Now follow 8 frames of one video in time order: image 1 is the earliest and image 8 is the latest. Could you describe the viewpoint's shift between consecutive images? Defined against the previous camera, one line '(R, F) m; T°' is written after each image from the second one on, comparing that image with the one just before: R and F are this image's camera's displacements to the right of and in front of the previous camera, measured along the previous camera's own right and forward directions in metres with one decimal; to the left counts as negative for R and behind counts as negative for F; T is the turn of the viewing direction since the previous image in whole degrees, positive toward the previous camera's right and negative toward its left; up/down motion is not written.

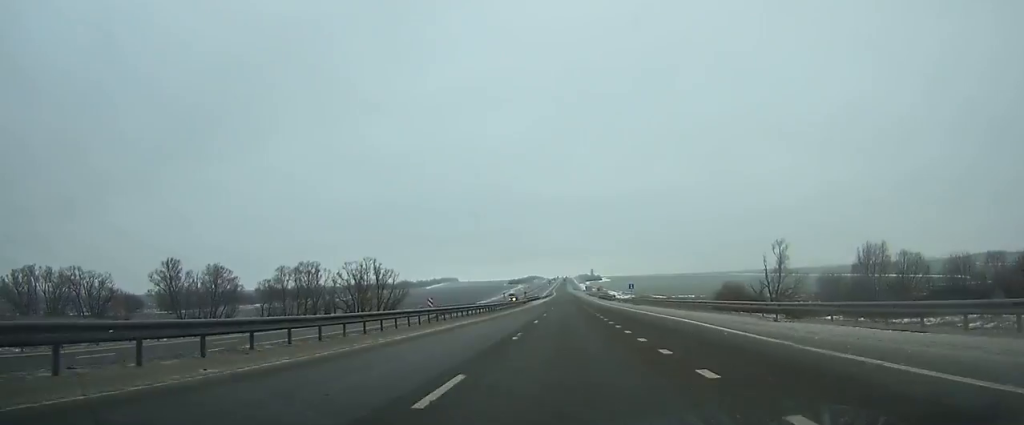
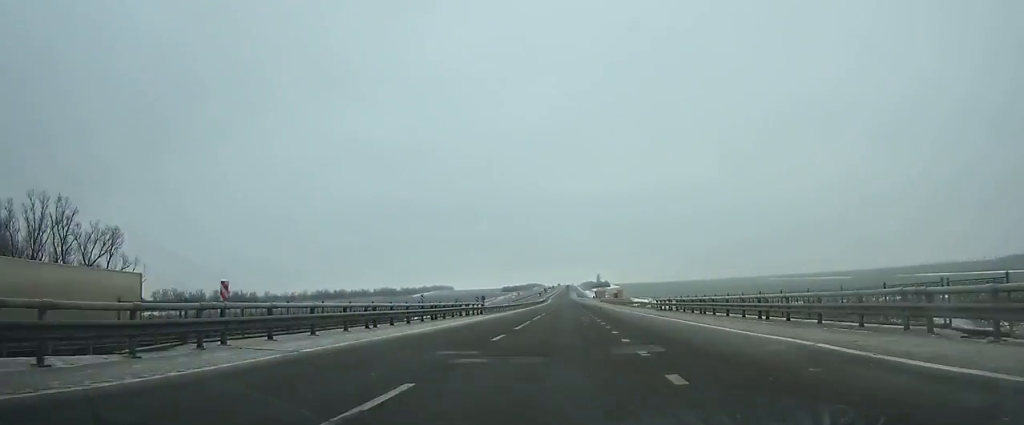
(+0.1, +99.4) m; 0°
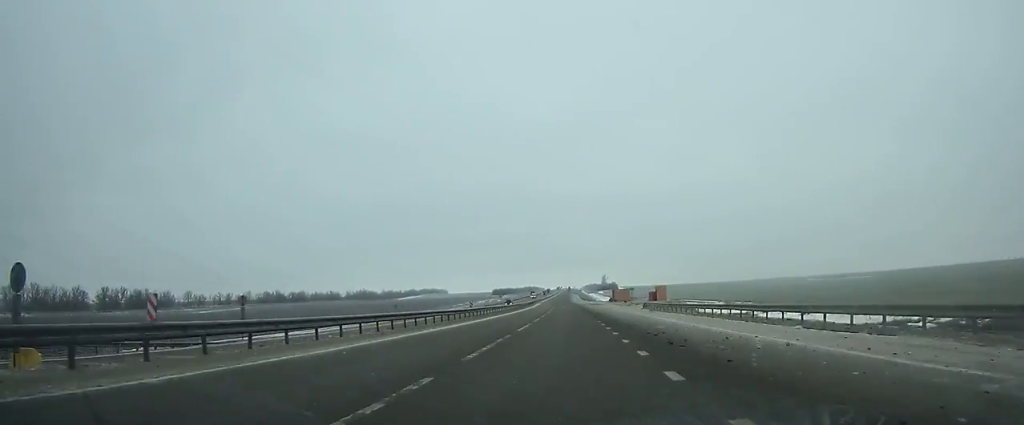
(0.0, +90.4) m; 0°
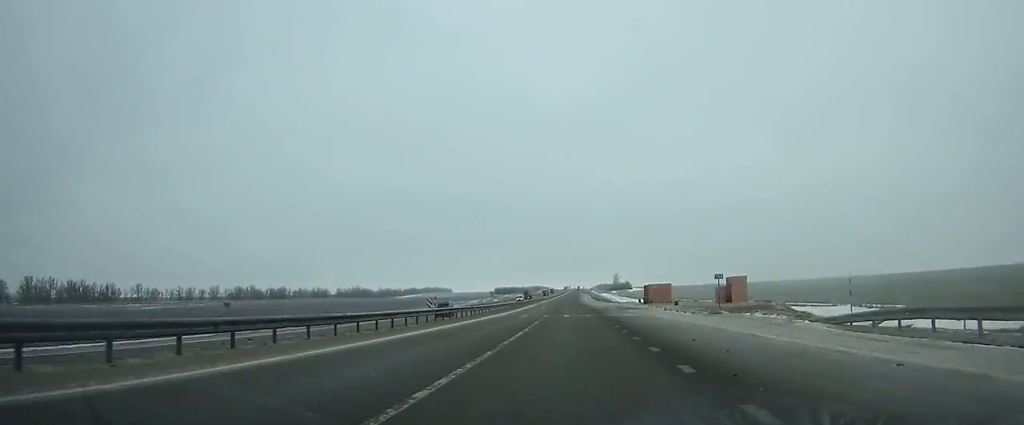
(-0.2, +50.5) m; 0°
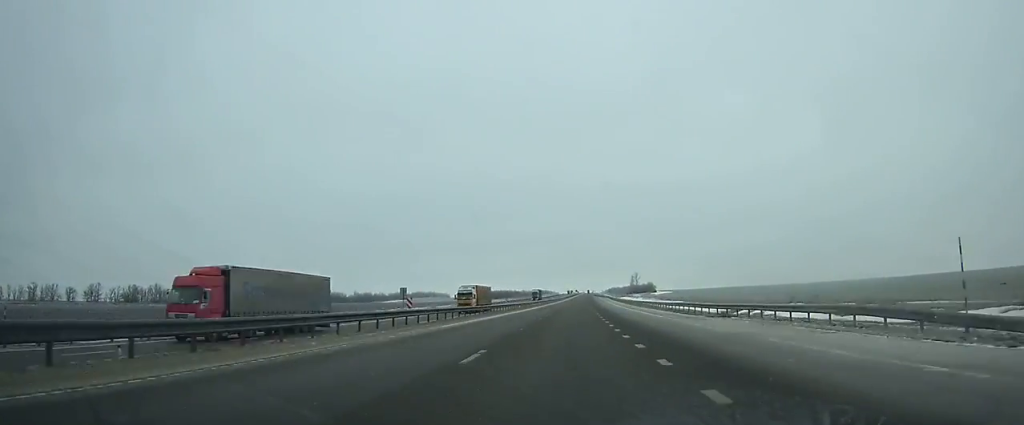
(-1.2, +112.9) m; 0°
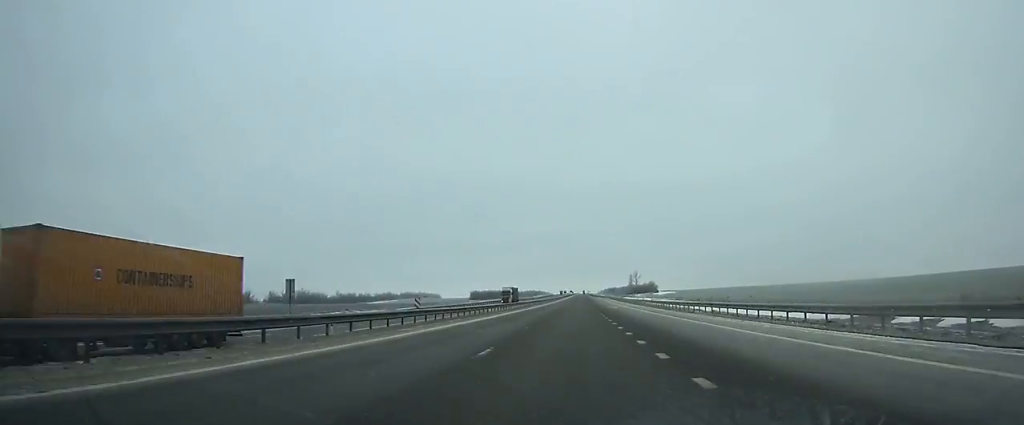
(+0.2, +35.8) m; 0°
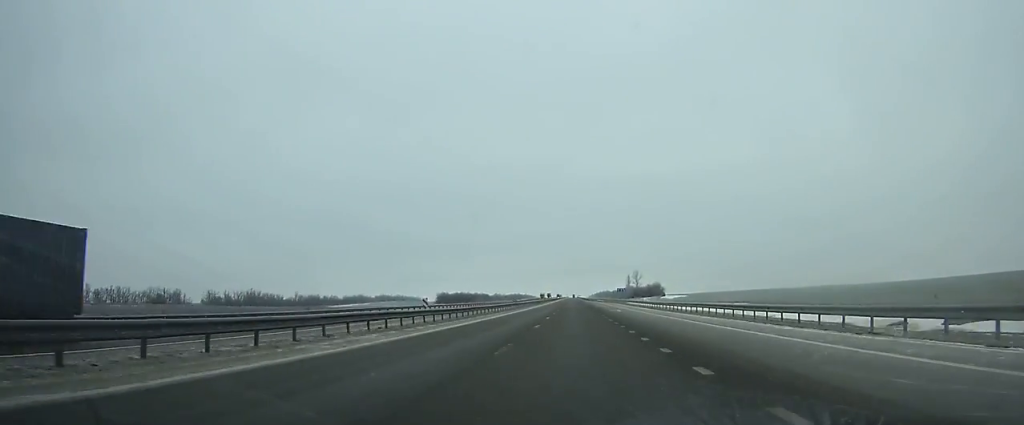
(+0.5, +71.7) m; +1°
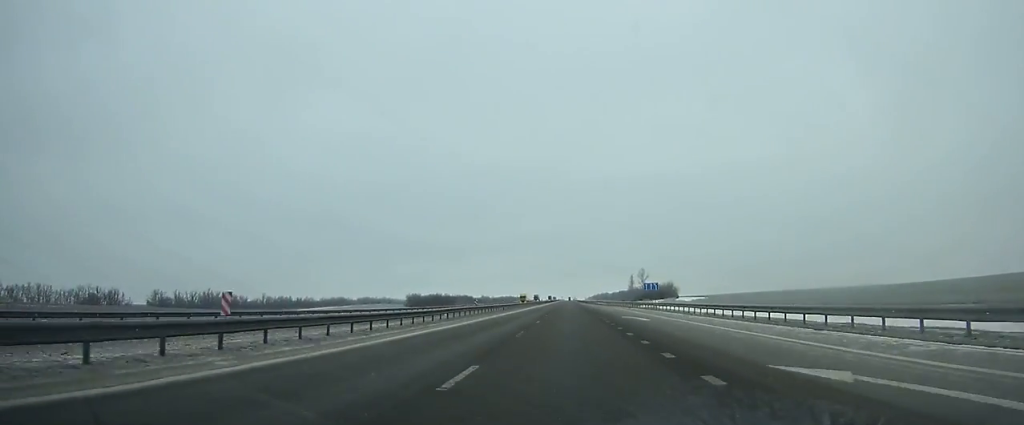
(+0.2, +53.5) m; 0°
